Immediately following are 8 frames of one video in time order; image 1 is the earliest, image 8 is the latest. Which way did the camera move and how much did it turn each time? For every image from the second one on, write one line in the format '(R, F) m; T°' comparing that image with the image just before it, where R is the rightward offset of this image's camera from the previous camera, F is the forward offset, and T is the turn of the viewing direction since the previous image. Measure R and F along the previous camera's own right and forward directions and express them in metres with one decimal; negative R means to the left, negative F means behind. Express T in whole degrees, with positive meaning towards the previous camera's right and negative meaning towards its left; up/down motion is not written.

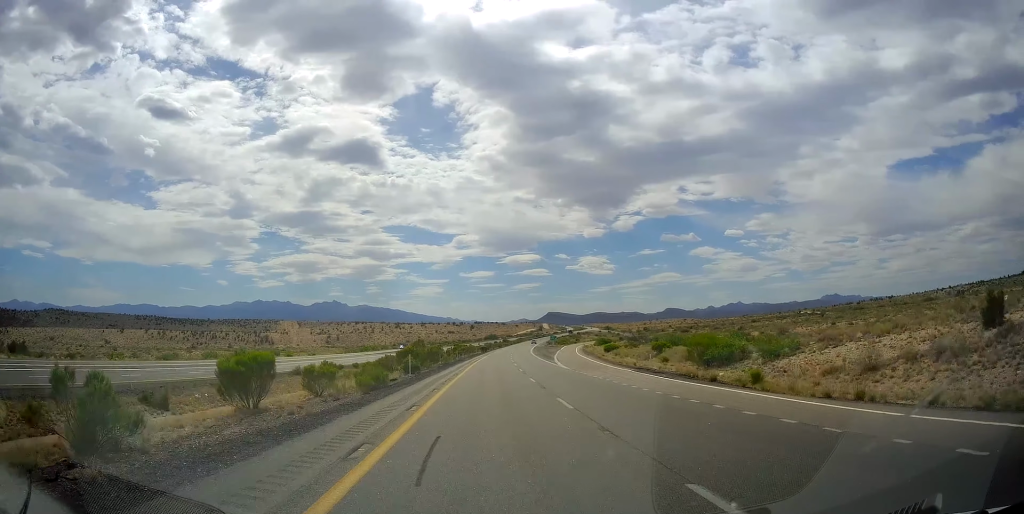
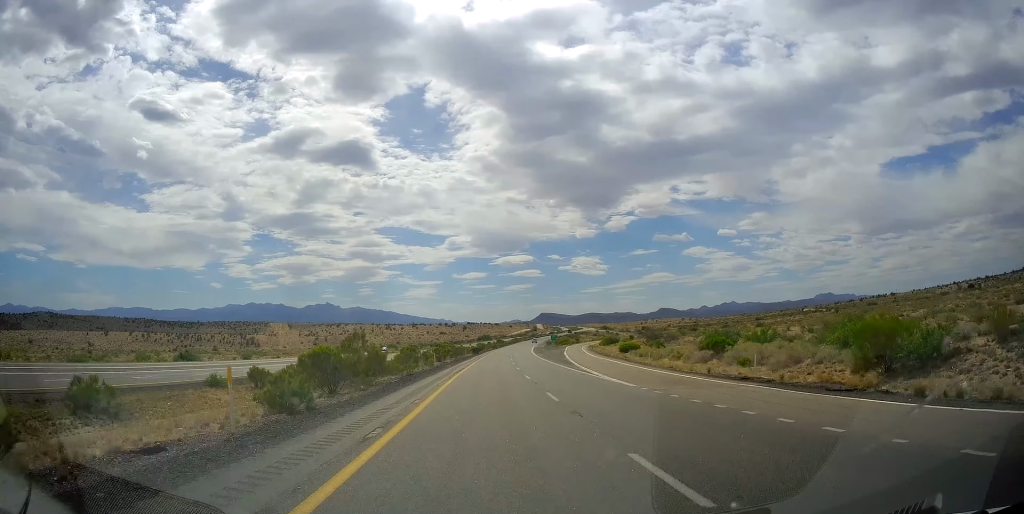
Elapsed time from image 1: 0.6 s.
(+0.3, +22.2) m; +1°
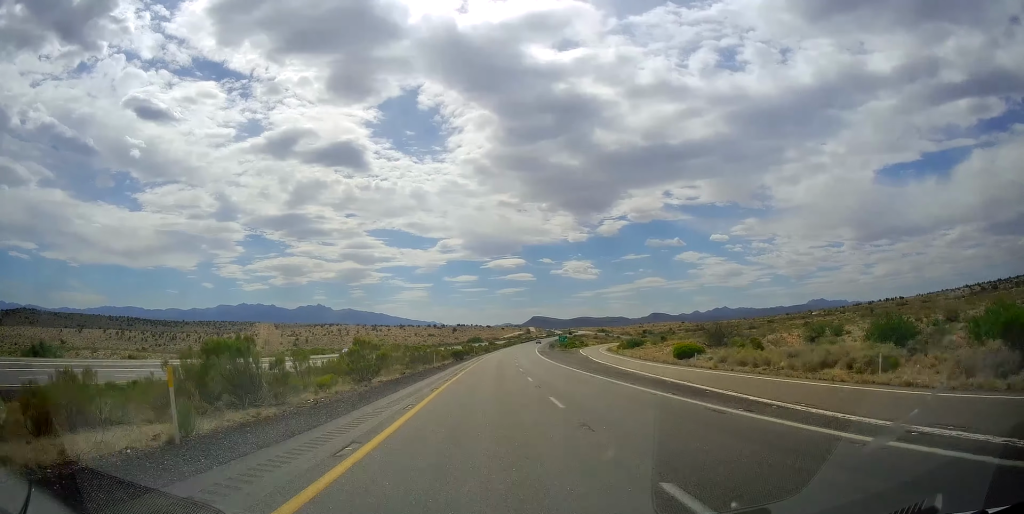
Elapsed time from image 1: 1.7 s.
(+0.1, +38.6) m; +1°
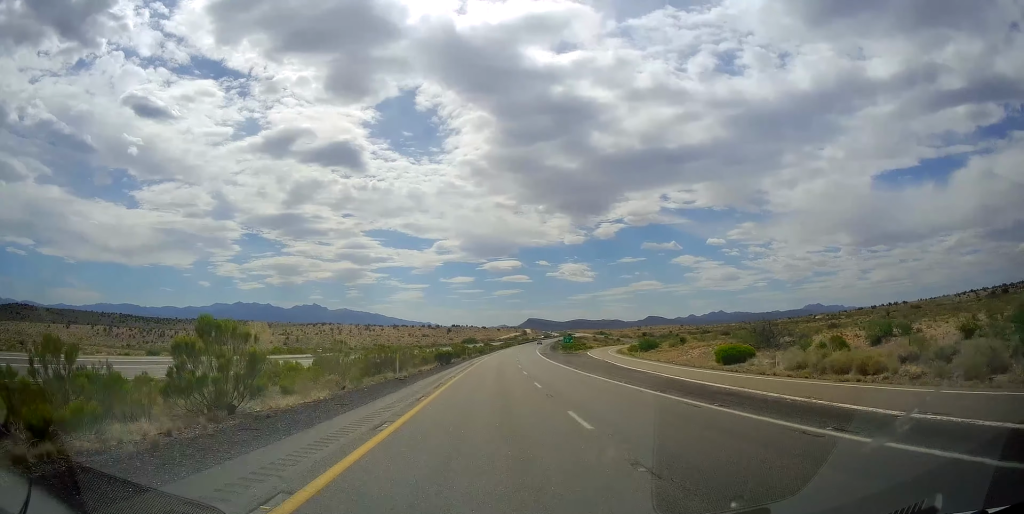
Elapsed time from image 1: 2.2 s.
(+0.1, +16.4) m; +1°
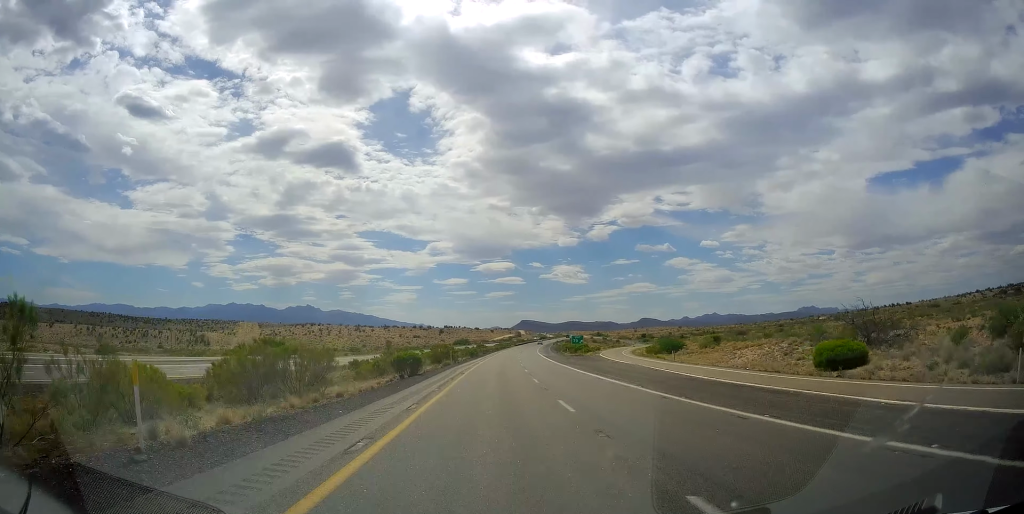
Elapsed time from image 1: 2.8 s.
(+0.1, +21.0) m; 0°
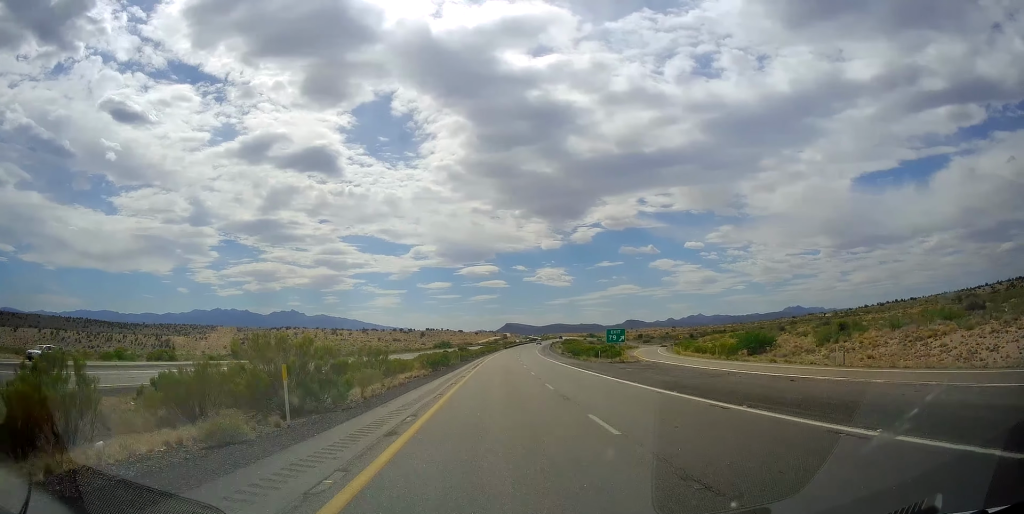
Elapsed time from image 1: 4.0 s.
(+0.1, +40.5) m; +1°
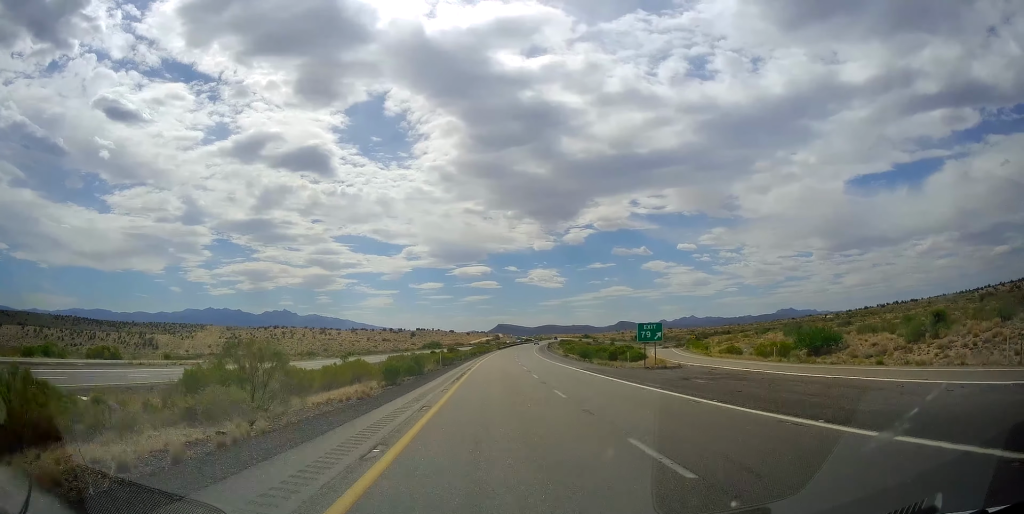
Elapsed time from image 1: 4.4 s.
(-0.2, +16.1) m; +1°
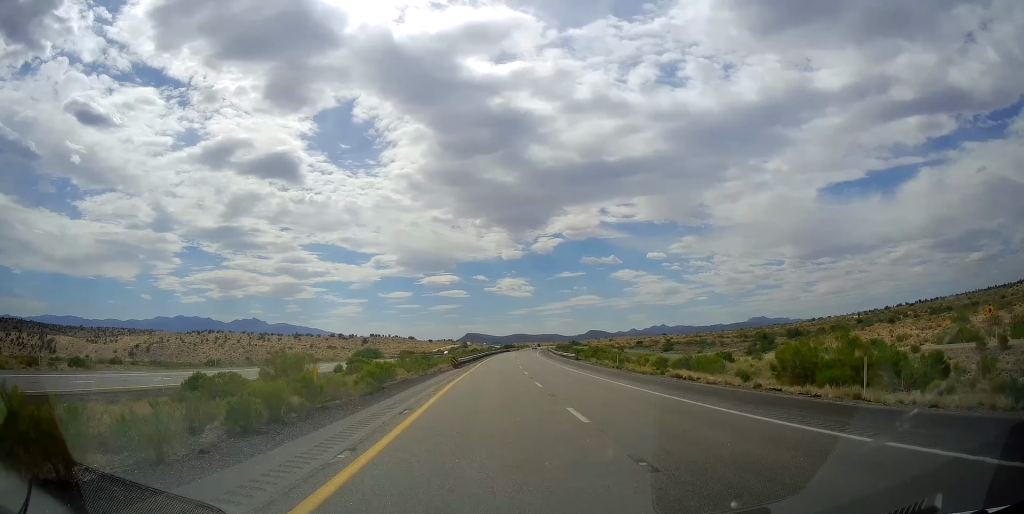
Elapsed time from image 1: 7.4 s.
(+4.3, +103.7) m; +4°
